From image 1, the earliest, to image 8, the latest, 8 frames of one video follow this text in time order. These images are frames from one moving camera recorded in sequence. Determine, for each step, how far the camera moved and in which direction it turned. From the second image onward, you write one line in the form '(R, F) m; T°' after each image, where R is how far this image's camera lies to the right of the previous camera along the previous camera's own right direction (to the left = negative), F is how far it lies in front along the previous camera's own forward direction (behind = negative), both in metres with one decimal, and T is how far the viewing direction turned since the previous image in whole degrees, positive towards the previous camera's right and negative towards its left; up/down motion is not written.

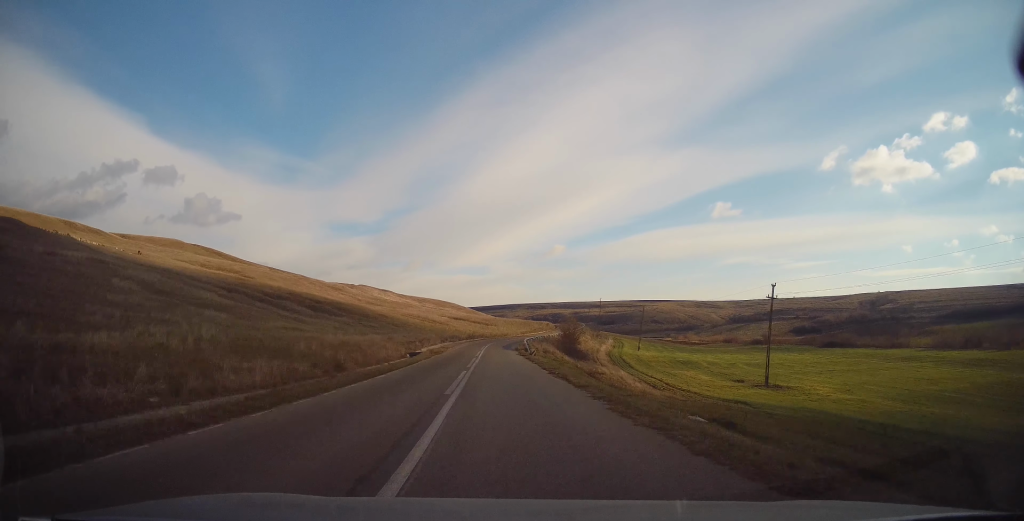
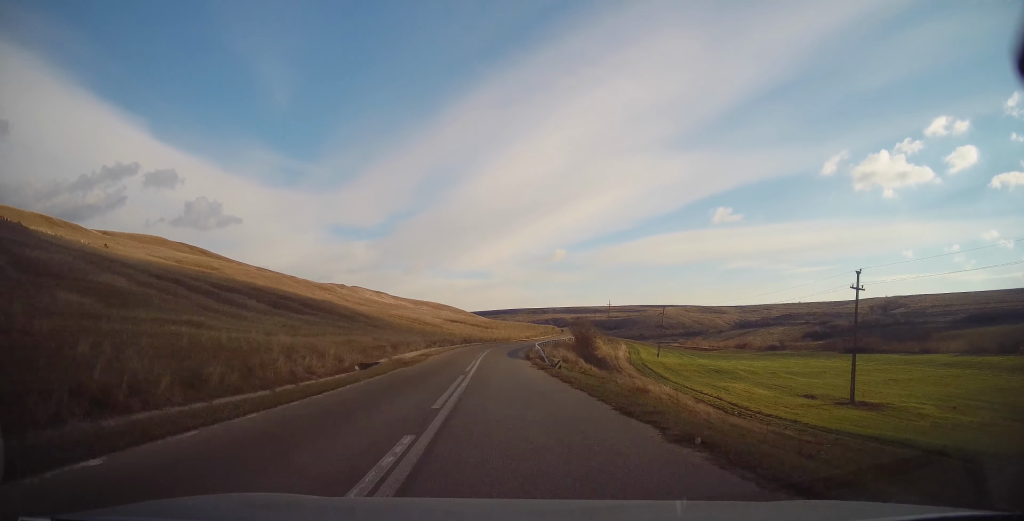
(-0.1, +14.3) m; 0°
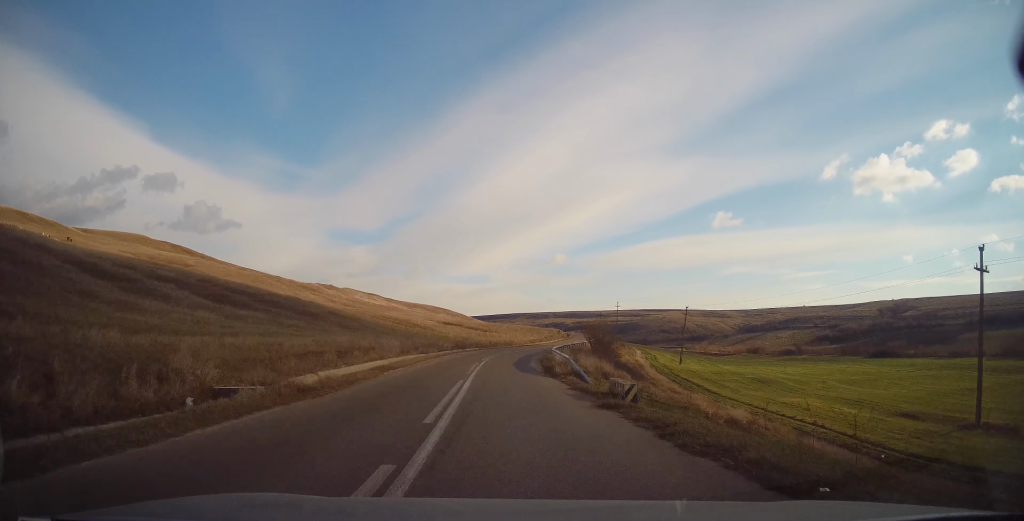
(-0.1, +14.0) m; +1°
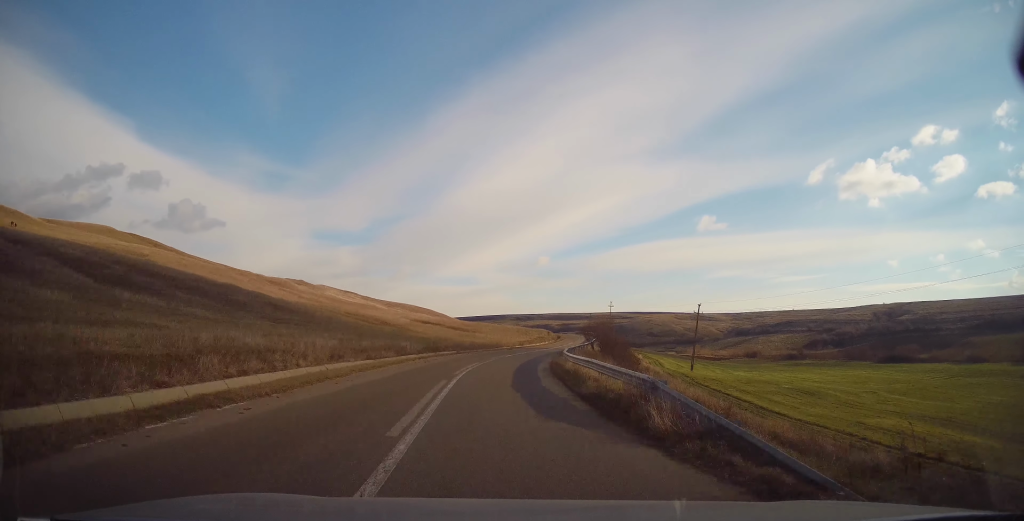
(+0.2, +13.9) m; +2°
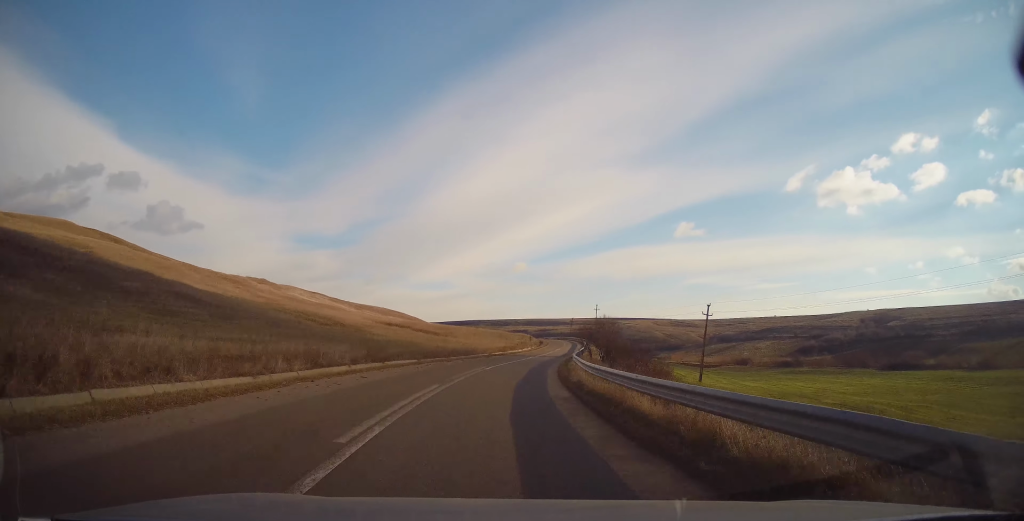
(-0.2, +13.3) m; +2°
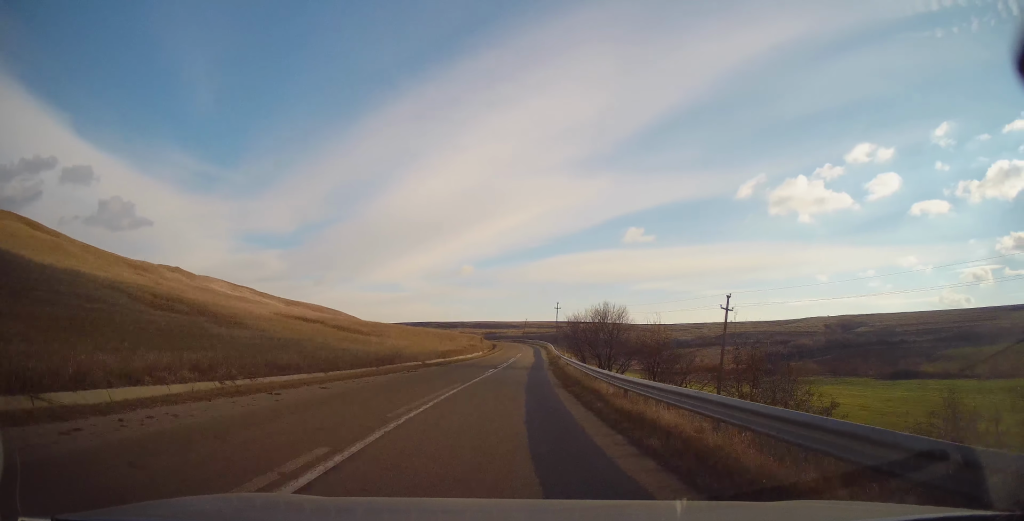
(+1.2, +21.3) m; +5°
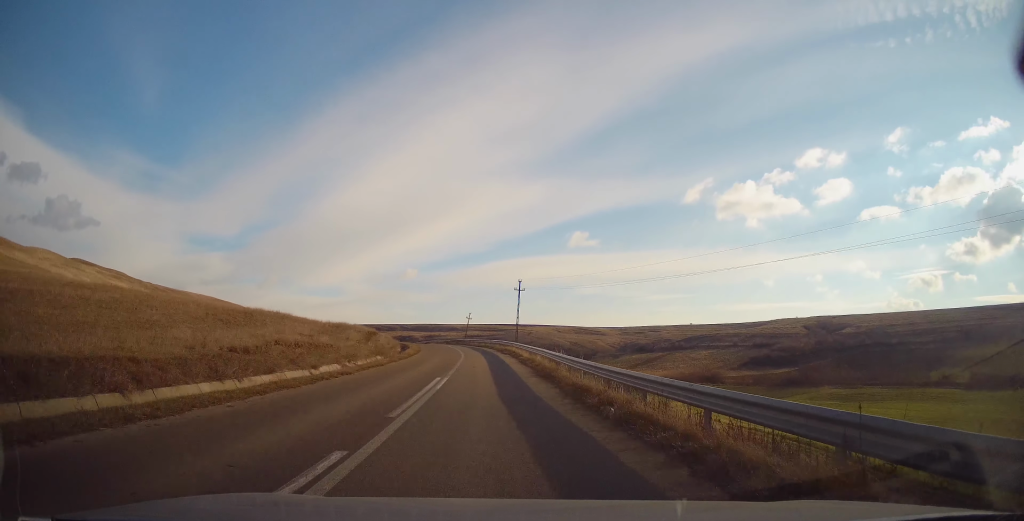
(+2.9, +47.6) m; +5°
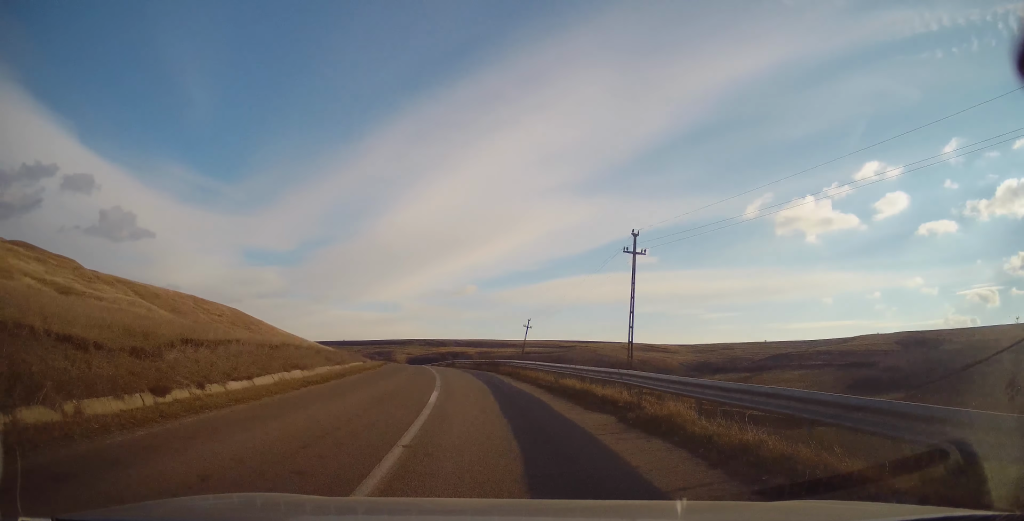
(-1.0, +42.6) m; -6°
